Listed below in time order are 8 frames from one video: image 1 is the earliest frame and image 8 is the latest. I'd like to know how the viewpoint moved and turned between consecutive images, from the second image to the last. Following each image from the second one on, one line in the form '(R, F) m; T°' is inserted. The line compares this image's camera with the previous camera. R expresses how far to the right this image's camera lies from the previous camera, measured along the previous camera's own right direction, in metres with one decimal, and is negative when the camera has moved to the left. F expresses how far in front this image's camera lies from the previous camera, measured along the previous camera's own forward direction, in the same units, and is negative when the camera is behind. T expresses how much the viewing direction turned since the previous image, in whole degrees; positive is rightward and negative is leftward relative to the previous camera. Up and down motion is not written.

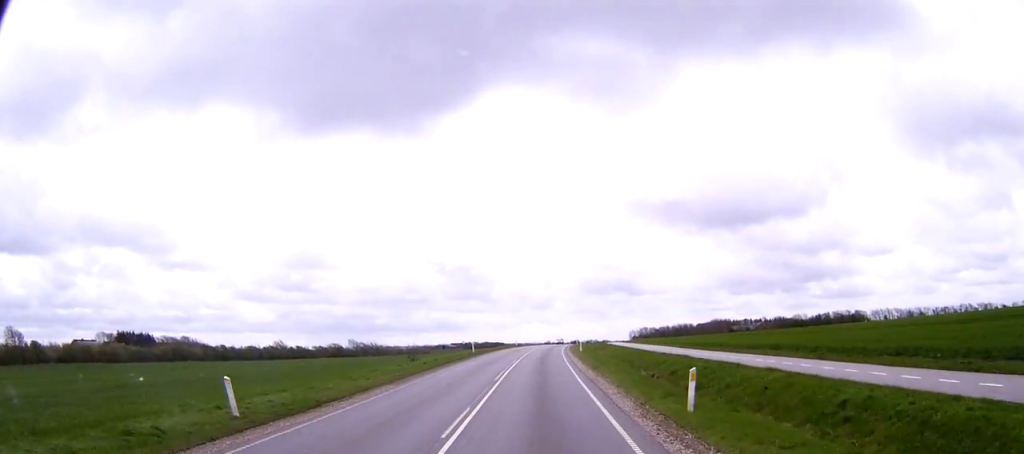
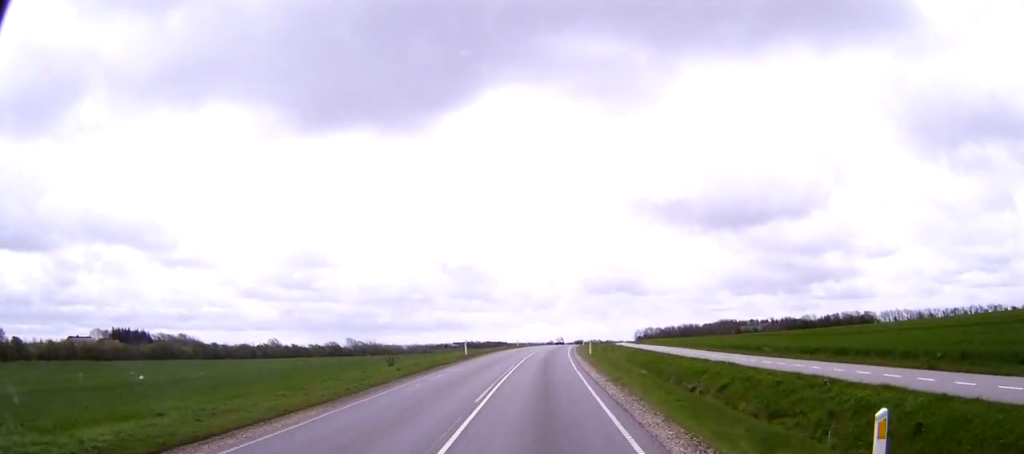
(-0.1, +8.9) m; 0°
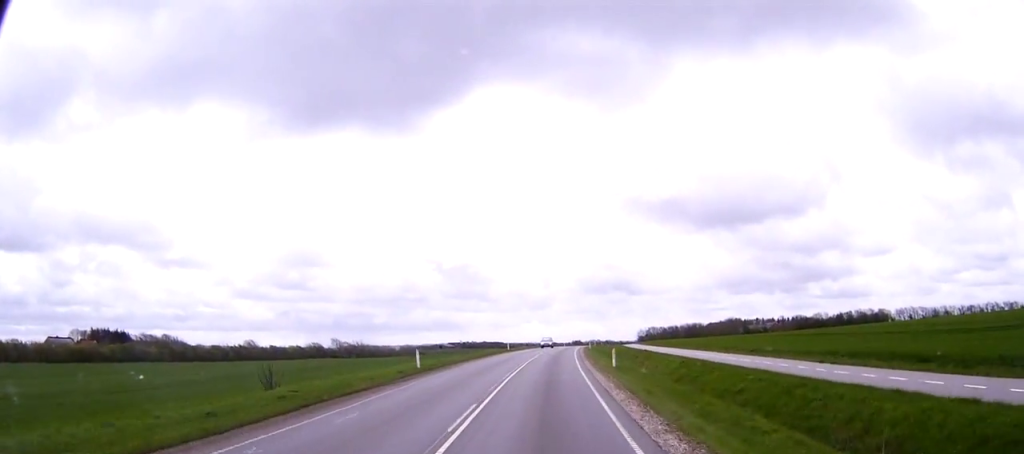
(0.0, +20.8) m; 0°
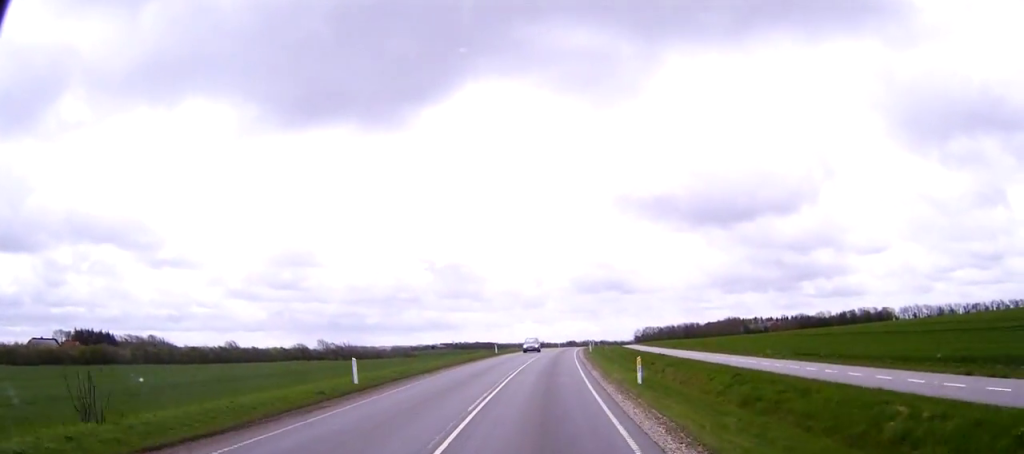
(+0.1, +11.4) m; +1°
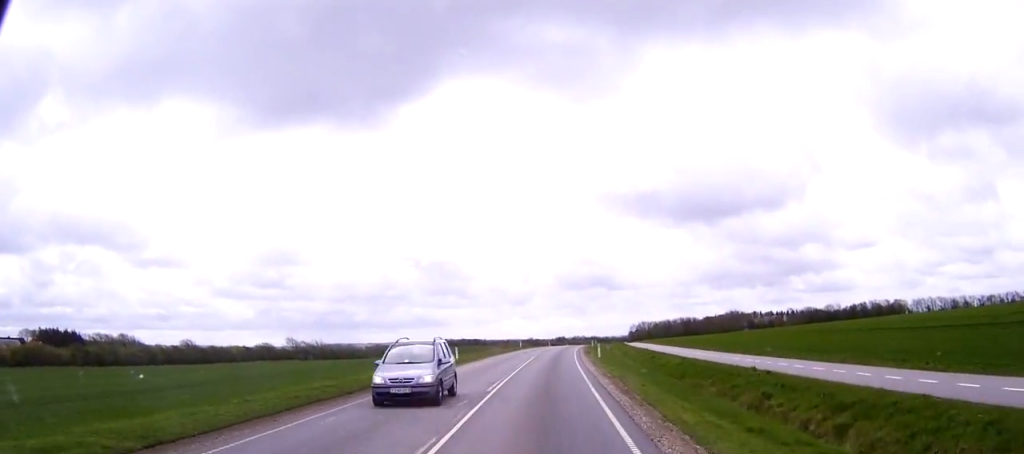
(+0.3, +25.2) m; +1°
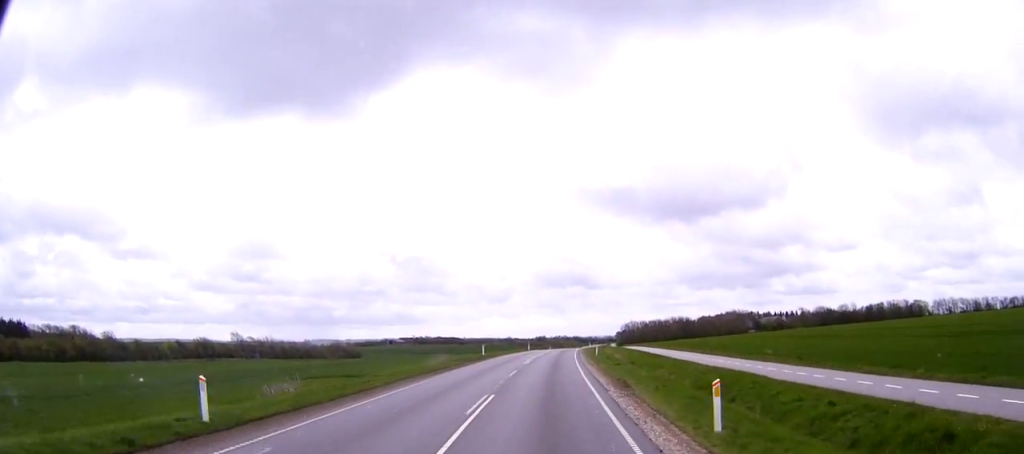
(+0.2, +36.3) m; +1°
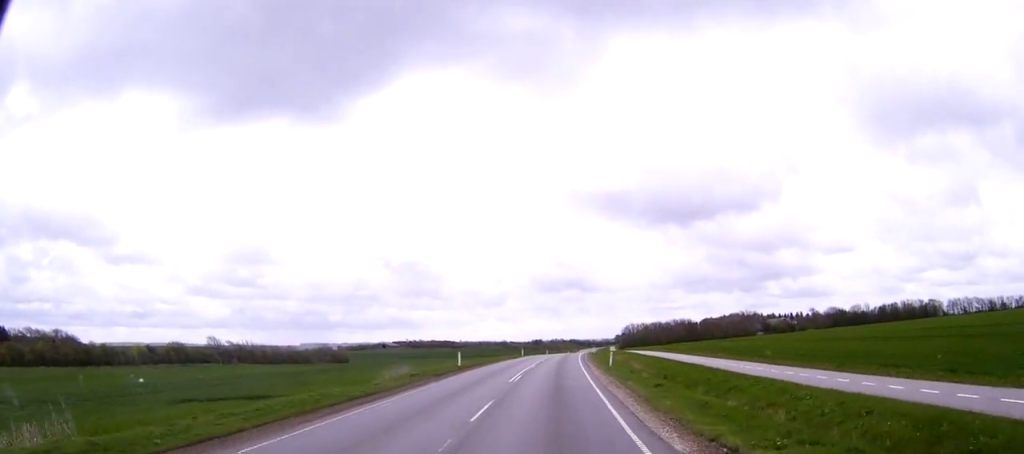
(+0.1, +15.8) m; 0°
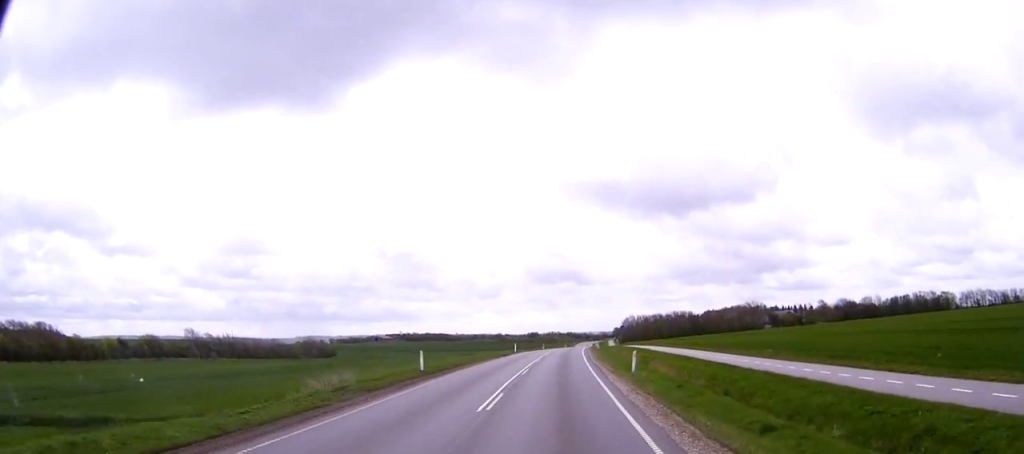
(0.0, +13.5) m; 0°
